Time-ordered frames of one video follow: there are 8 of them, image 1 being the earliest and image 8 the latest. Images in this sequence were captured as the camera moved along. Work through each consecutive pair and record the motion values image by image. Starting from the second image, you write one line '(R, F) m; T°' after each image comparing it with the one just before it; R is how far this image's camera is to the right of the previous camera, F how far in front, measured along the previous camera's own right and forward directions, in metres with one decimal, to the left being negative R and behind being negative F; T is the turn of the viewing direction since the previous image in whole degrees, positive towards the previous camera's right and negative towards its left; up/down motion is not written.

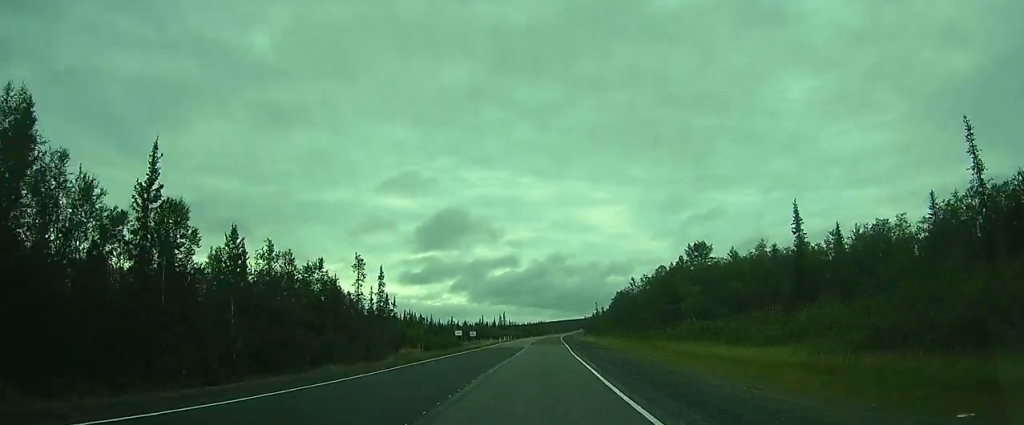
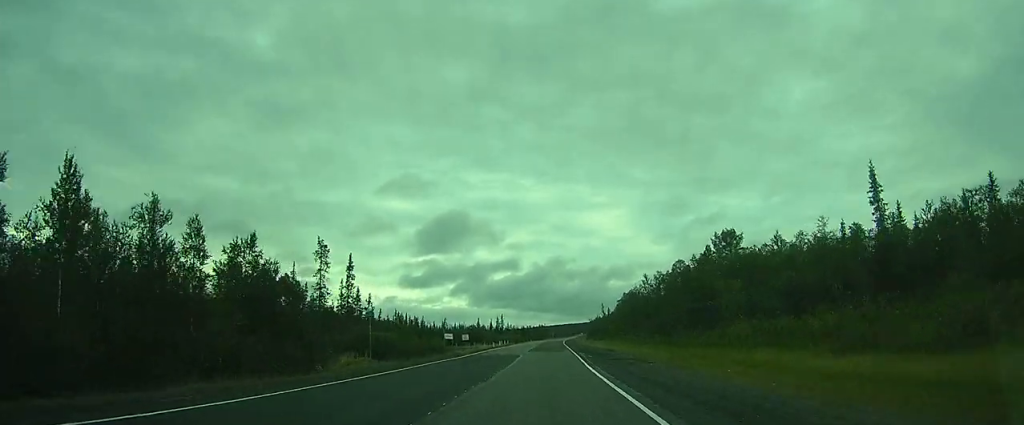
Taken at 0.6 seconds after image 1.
(0.0, +12.9) m; 0°
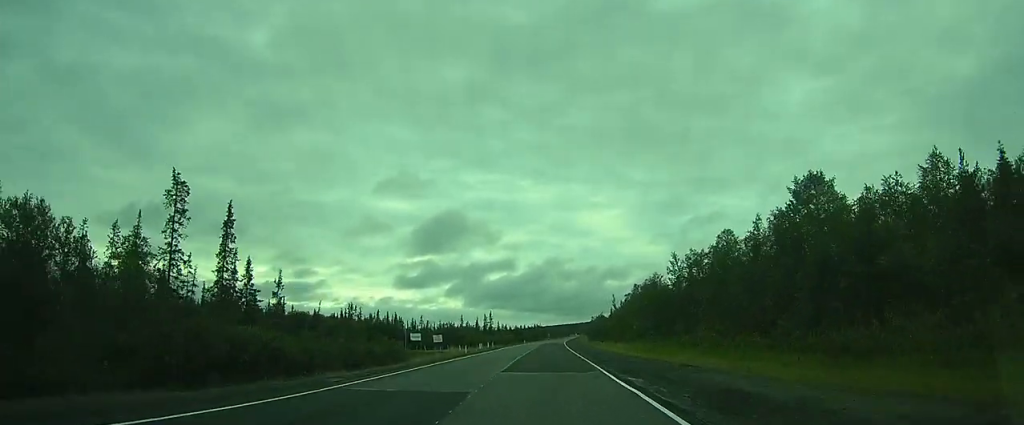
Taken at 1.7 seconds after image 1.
(0.0, +25.2) m; 0°
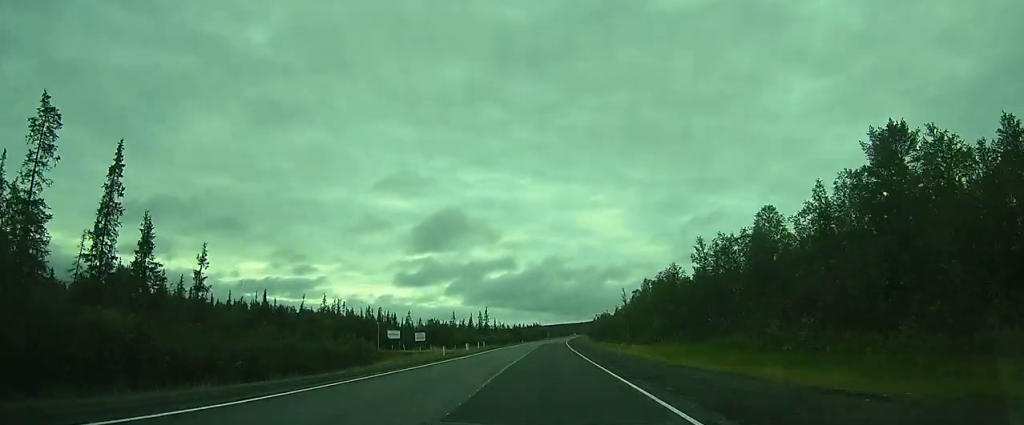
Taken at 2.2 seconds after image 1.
(0.0, +12.2) m; 0°
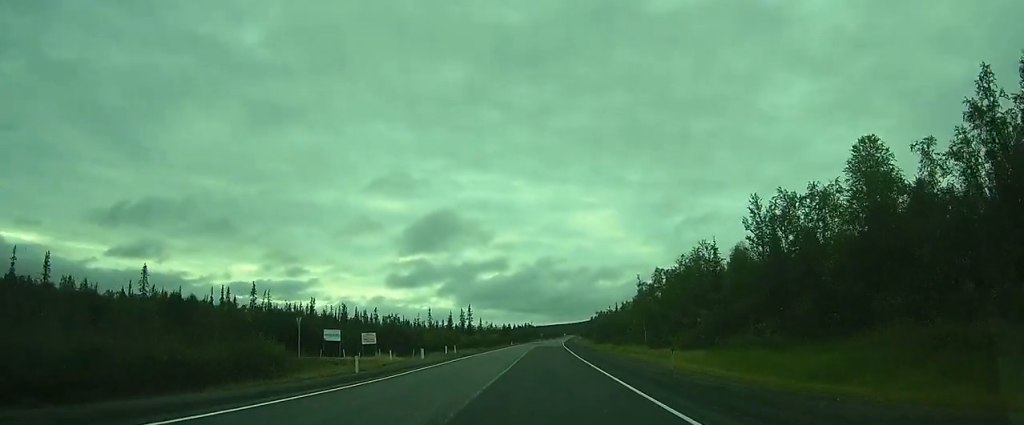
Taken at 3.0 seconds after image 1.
(0.0, +19.1) m; 0°
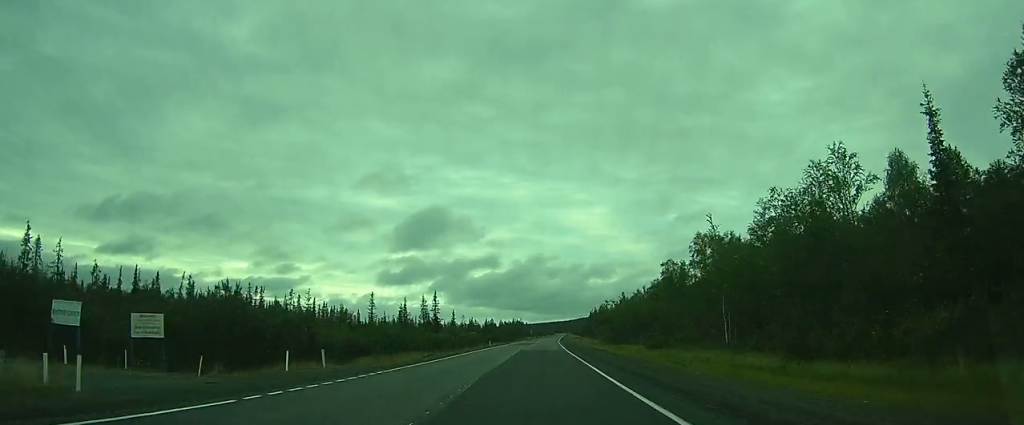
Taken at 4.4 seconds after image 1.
(+0.3, +31.4) m; 0°
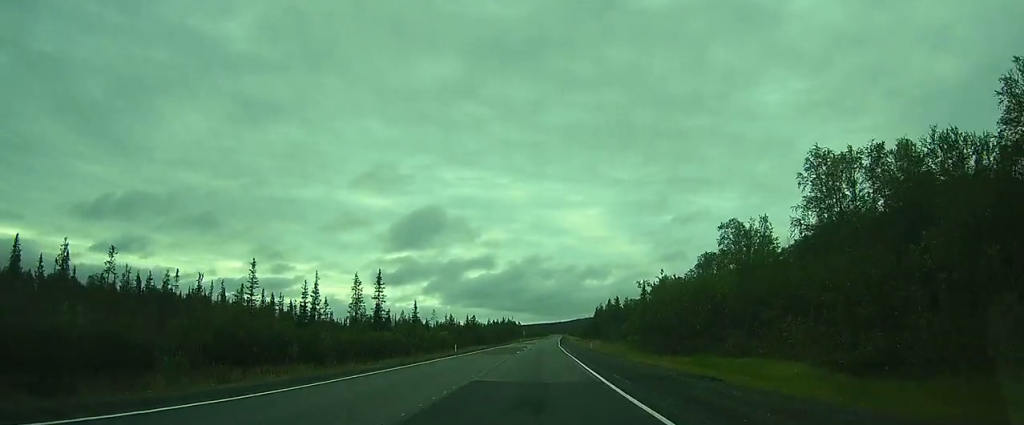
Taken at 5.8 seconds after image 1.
(-0.2, +31.3) m; 0°
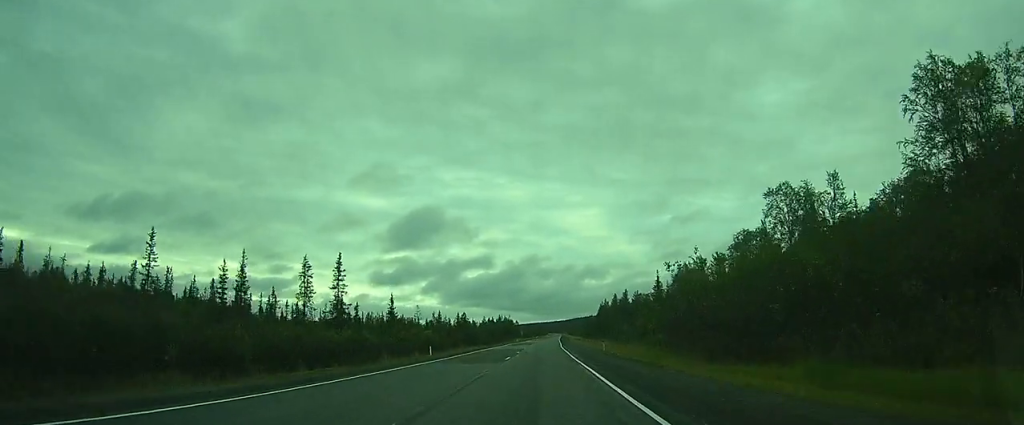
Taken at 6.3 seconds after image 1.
(0.0, +13.0) m; 0°
